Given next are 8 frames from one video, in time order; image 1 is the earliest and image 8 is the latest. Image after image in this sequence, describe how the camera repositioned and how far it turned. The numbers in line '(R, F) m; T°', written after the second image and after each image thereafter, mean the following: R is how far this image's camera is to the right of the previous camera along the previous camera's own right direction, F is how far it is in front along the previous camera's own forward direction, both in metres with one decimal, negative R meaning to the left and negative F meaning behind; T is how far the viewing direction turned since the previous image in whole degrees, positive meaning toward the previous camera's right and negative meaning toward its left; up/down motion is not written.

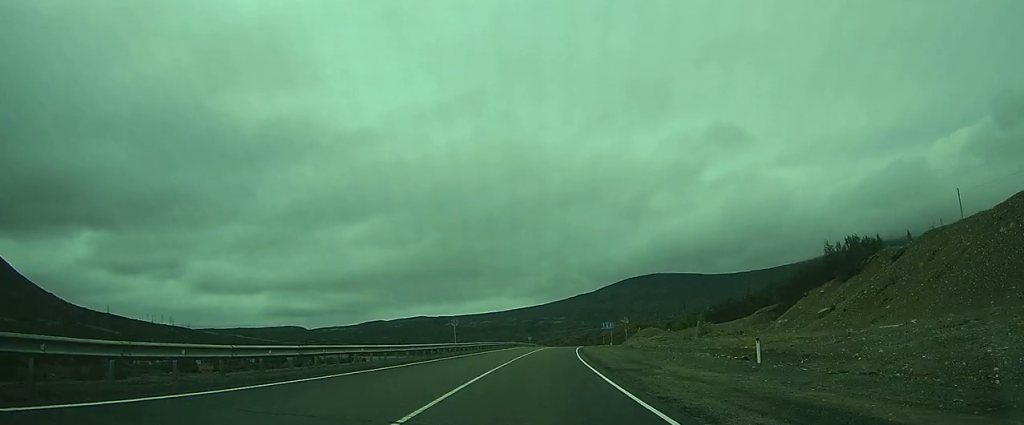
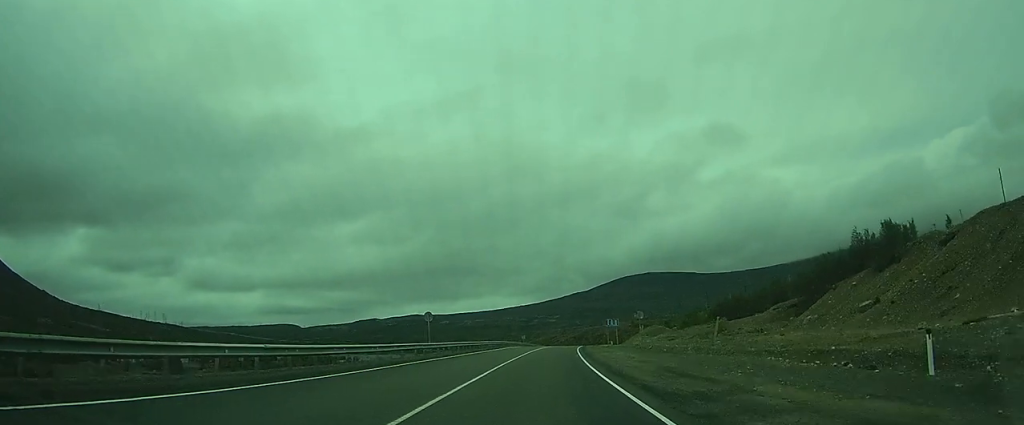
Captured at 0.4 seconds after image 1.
(0.0, +10.1) m; +1°
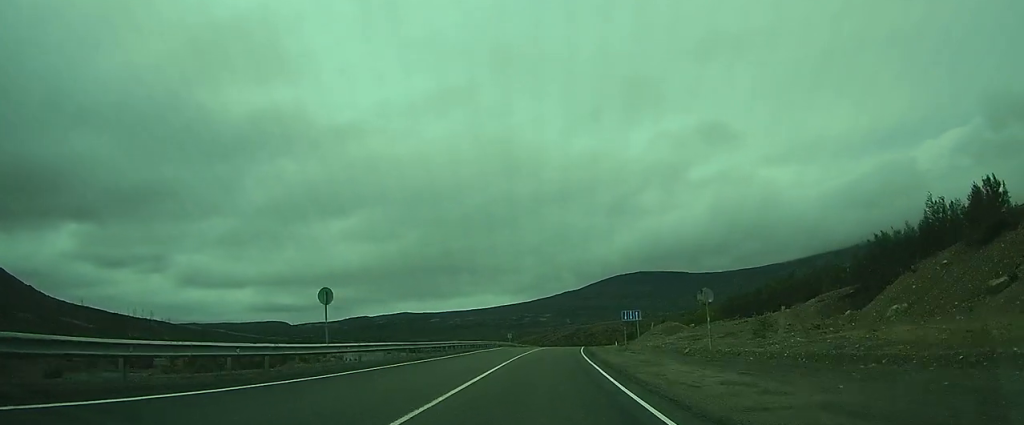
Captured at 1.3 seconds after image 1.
(+0.3, +19.3) m; +2°
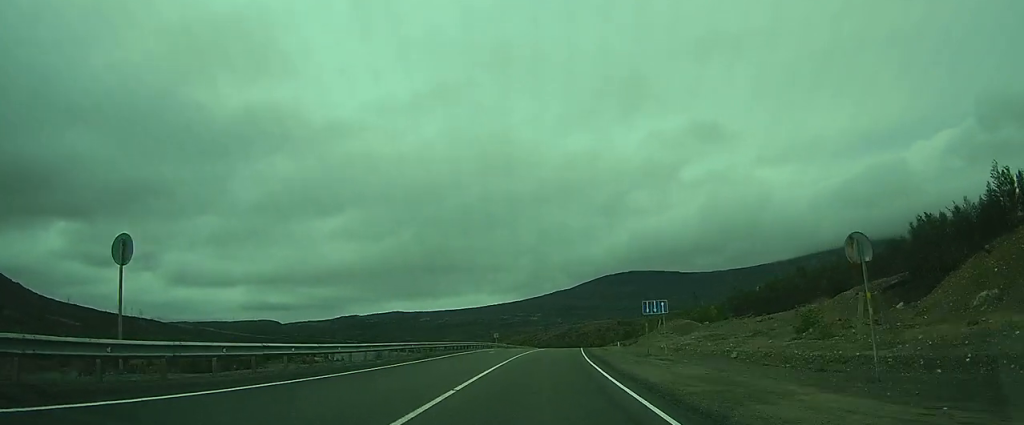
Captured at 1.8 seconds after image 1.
(+0.2, +12.3) m; +1°
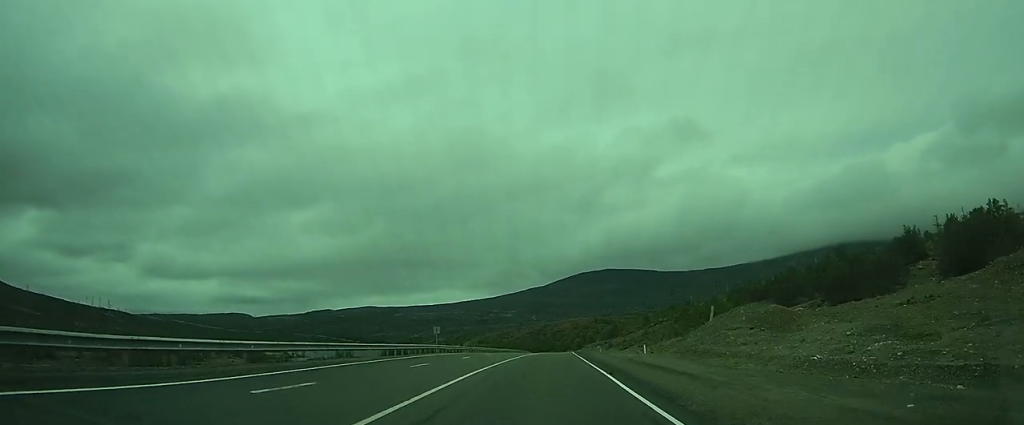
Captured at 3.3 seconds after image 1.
(+0.7, +35.1) m; +2°
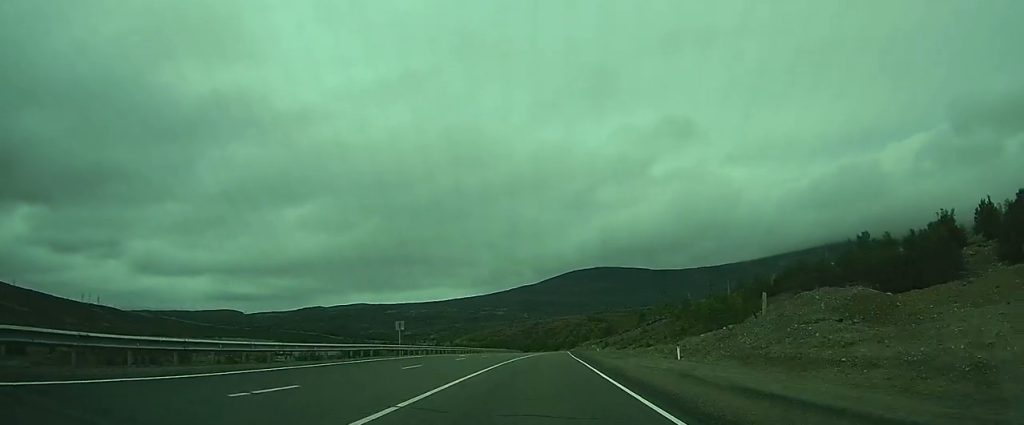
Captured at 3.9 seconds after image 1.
(+0.1, +12.8) m; +1°
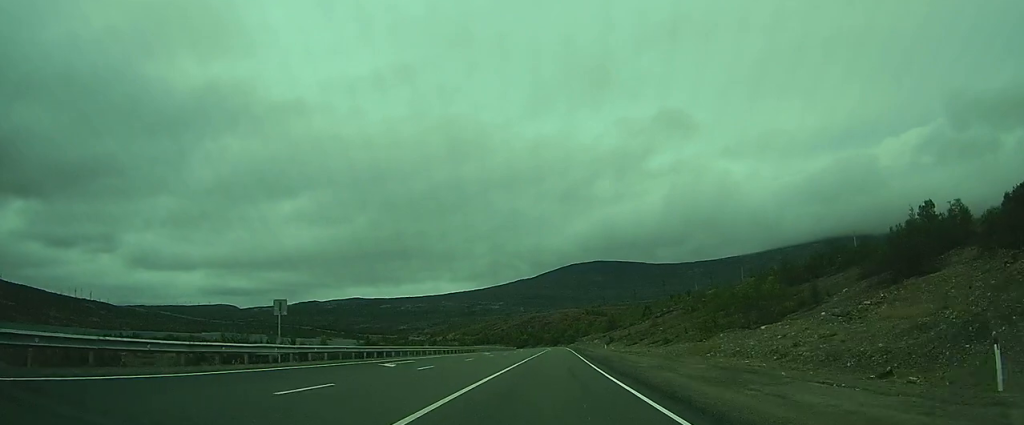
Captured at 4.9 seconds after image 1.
(+0.2, +22.4) m; +1°
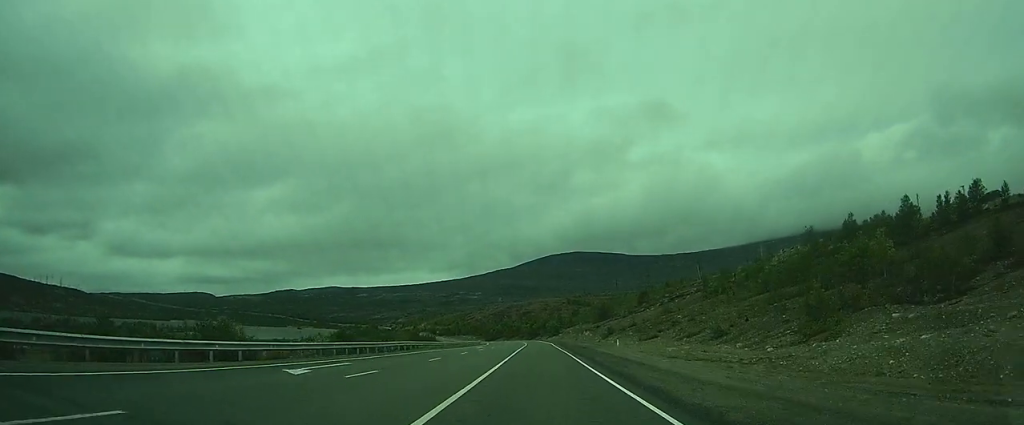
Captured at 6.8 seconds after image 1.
(-0.1, +42.9) m; -1°
